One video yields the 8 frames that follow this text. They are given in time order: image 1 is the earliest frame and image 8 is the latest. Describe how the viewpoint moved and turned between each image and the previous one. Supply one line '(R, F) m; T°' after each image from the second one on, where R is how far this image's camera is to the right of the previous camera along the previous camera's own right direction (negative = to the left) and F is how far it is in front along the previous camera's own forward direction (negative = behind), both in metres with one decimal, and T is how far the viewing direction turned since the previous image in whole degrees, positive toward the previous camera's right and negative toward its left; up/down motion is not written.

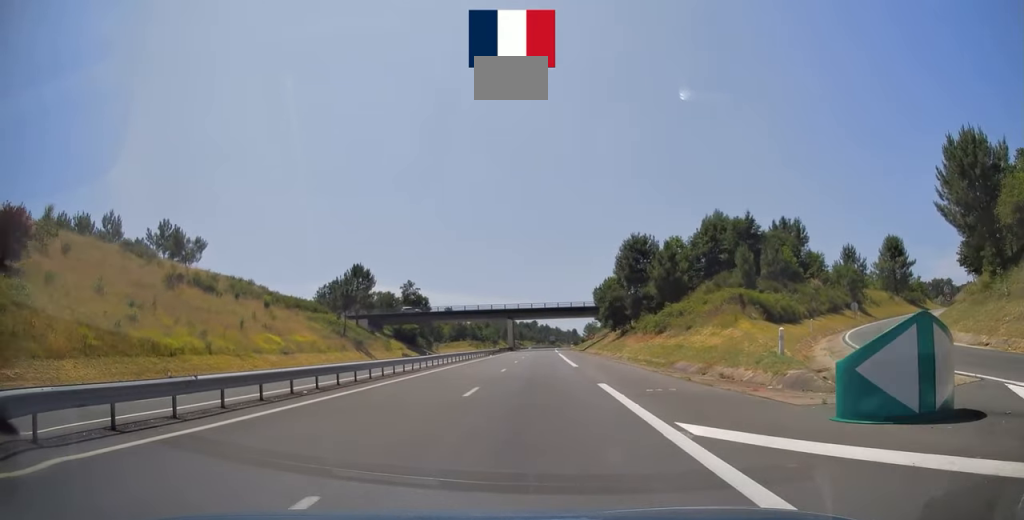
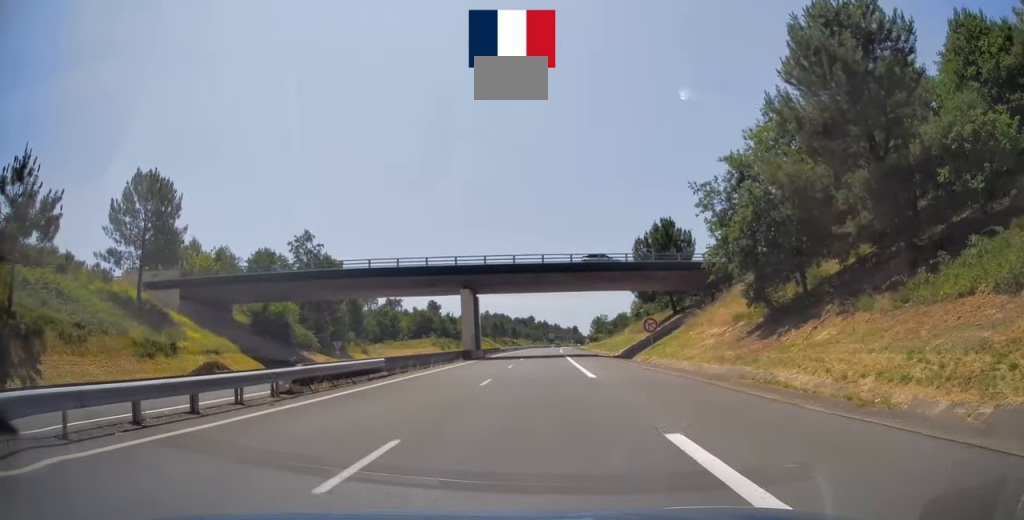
(0.0, +63.0) m; 0°
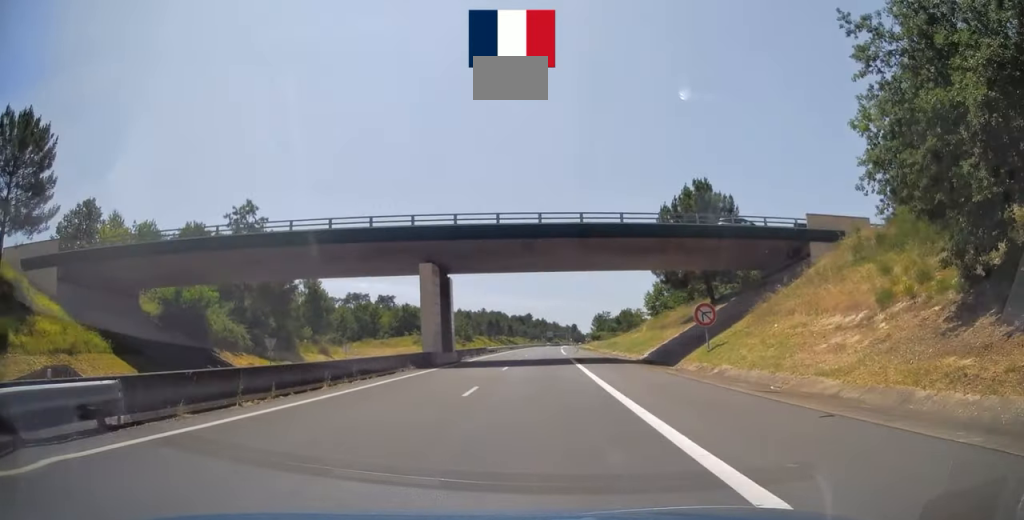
(0.0, +17.1) m; 0°
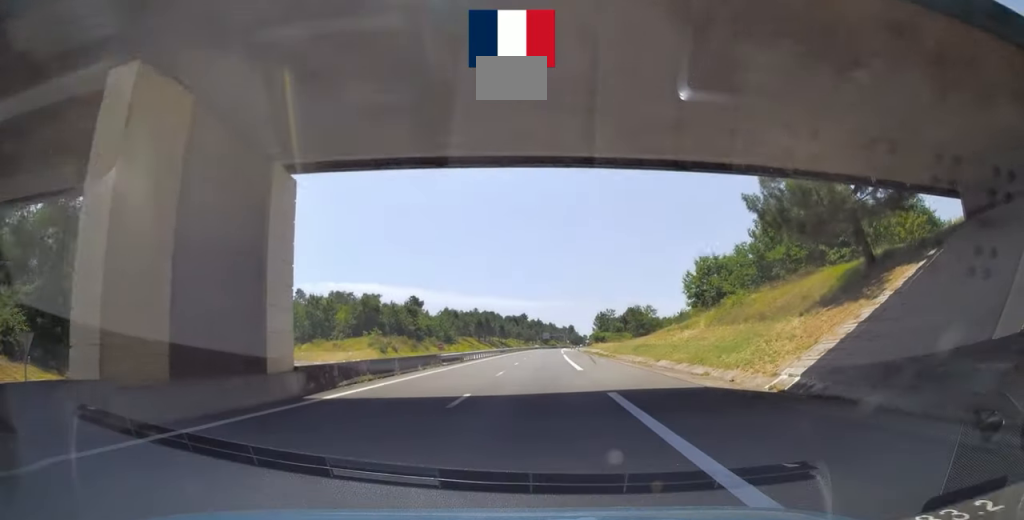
(+0.2, +28.3) m; +1°
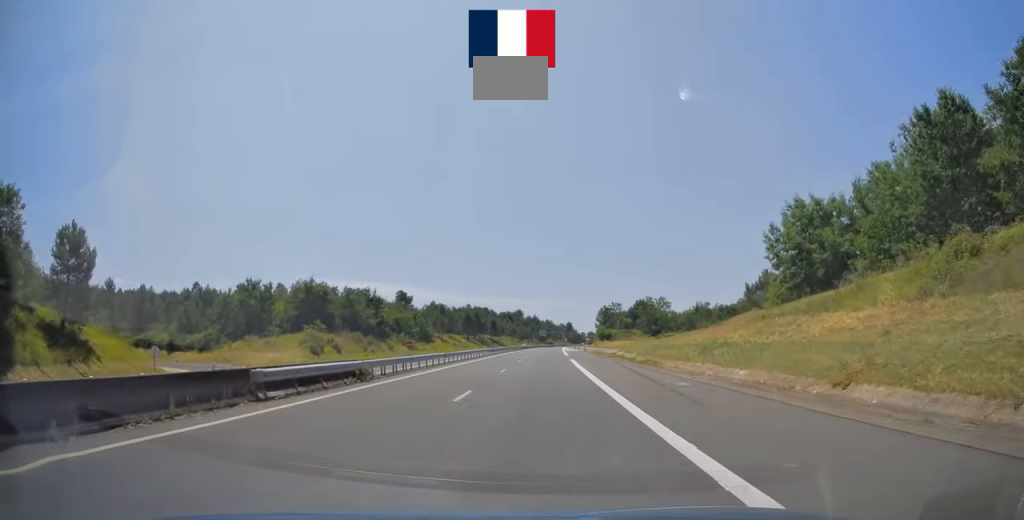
(0.0, +25.6) m; 0°
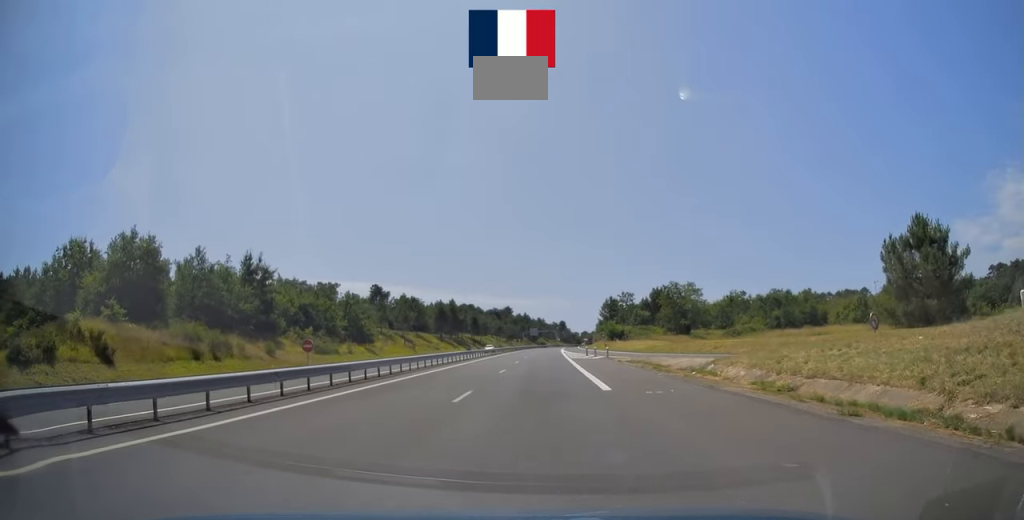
(+0.2, +39.7) m; 0°
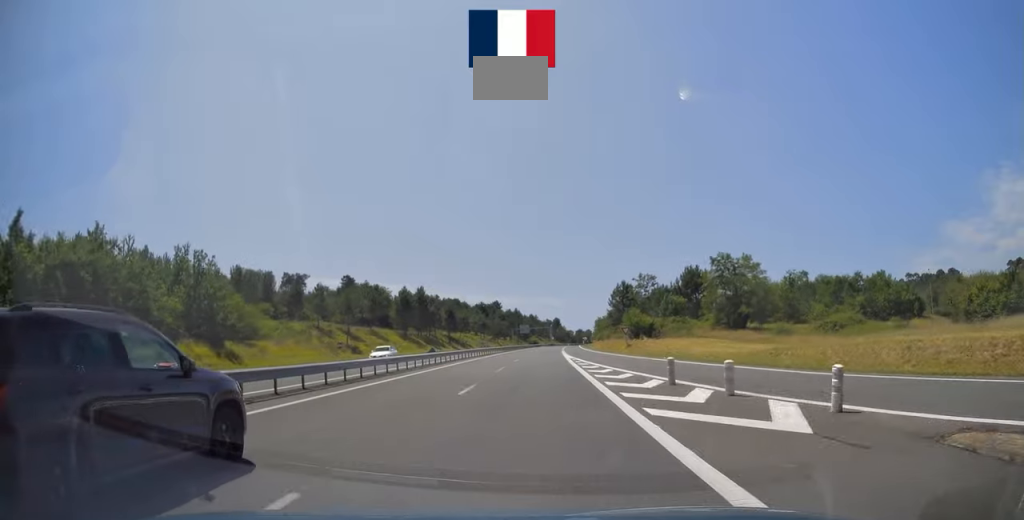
(+0.2, +38.1) m; 0°
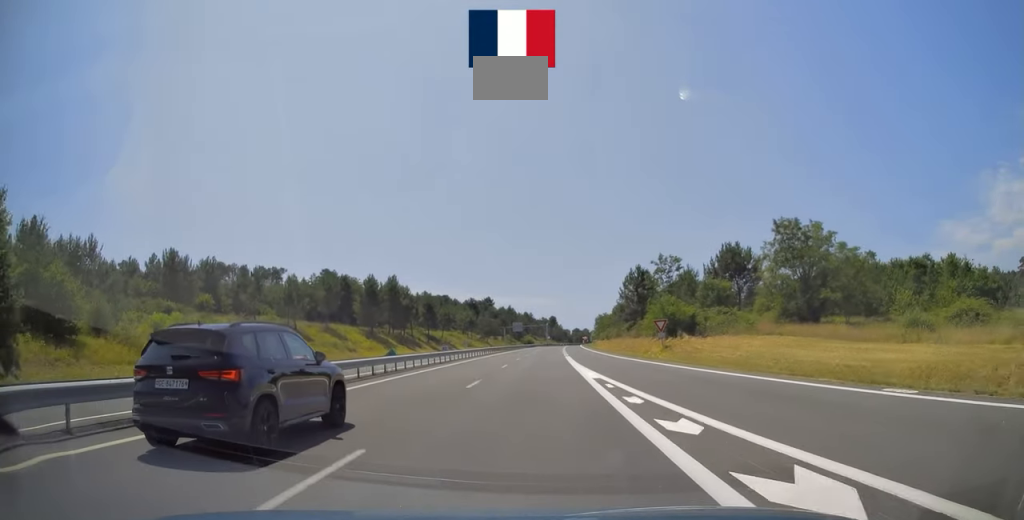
(+0.1, +24.1) m; 0°
